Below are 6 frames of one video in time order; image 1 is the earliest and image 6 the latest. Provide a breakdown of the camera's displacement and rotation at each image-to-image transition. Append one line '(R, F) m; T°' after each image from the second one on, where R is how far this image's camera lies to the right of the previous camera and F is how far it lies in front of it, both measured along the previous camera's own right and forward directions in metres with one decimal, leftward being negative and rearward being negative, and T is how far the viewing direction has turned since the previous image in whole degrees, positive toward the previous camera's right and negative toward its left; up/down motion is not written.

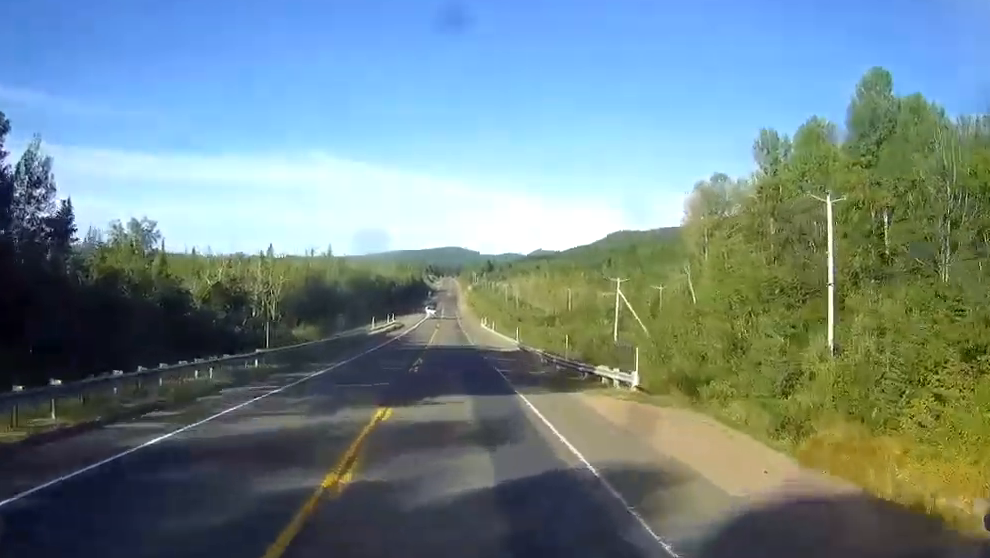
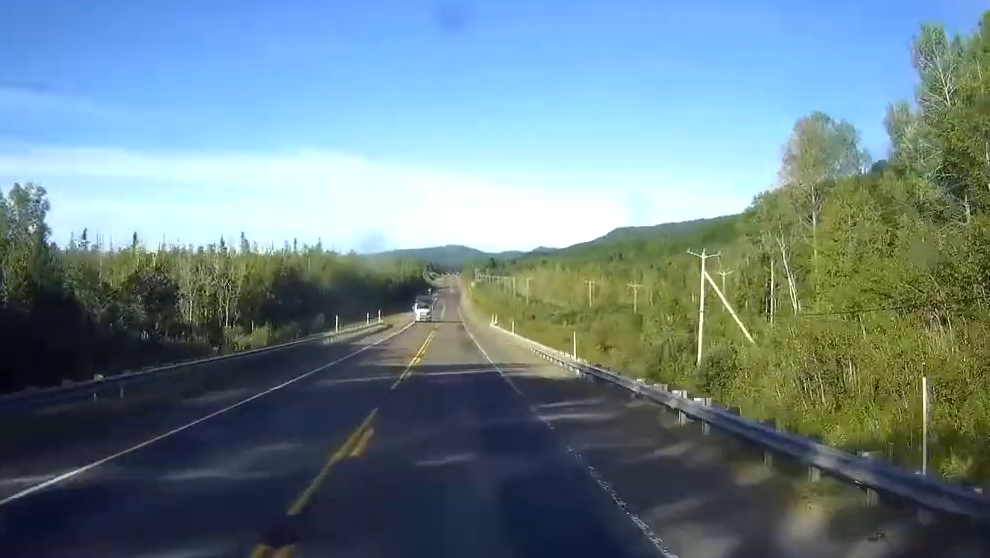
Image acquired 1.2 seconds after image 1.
(-0.2, +31.5) m; 0°
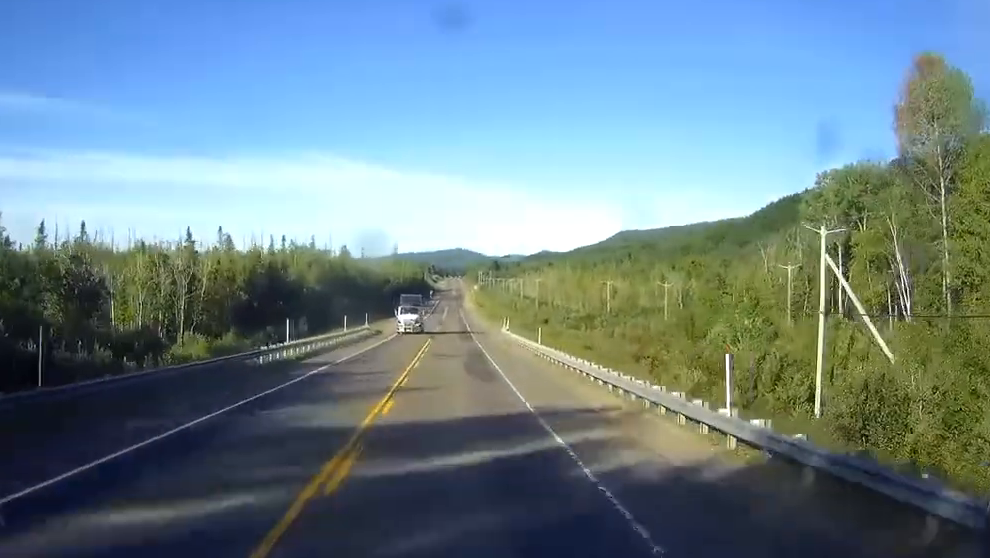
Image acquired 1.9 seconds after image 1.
(0.0, +20.6) m; 0°
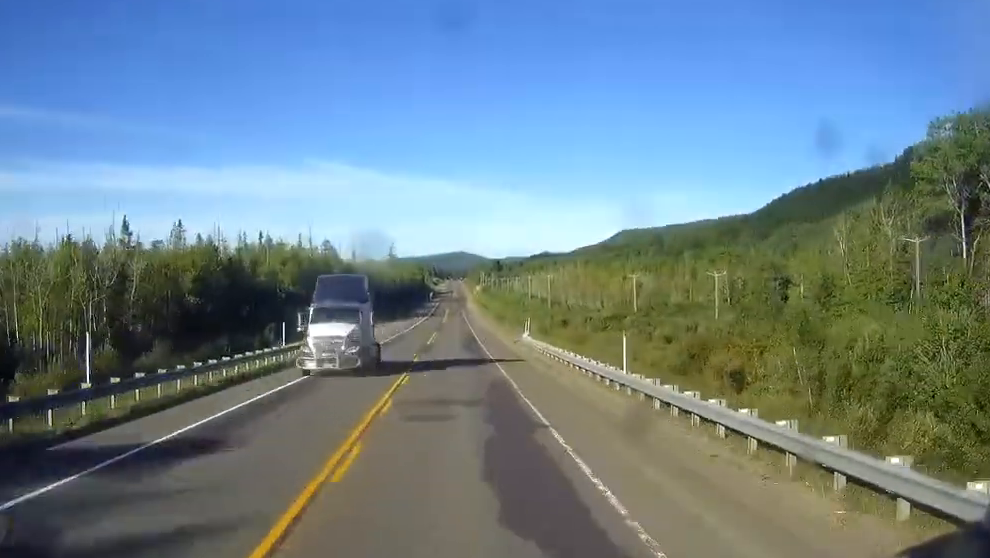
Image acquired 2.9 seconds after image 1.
(0.0, +26.0) m; 0°
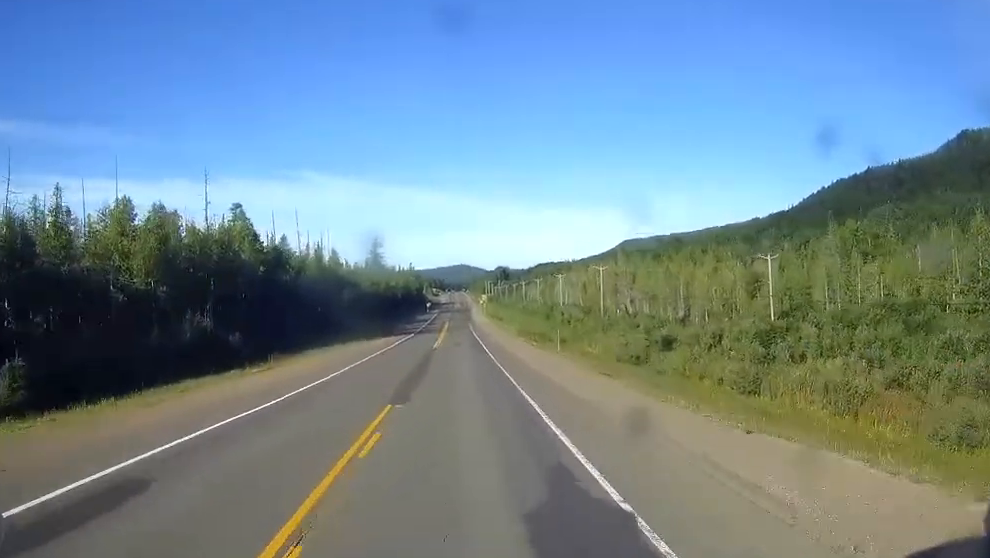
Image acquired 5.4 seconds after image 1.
(0.0, +68.3) m; 0°
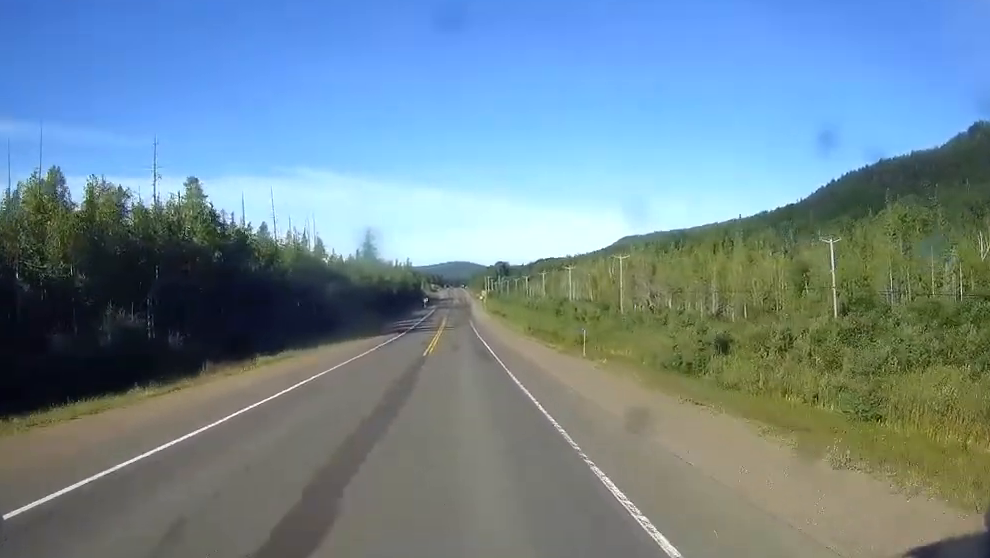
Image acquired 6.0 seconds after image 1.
(-0.1, +16.2) m; 0°
